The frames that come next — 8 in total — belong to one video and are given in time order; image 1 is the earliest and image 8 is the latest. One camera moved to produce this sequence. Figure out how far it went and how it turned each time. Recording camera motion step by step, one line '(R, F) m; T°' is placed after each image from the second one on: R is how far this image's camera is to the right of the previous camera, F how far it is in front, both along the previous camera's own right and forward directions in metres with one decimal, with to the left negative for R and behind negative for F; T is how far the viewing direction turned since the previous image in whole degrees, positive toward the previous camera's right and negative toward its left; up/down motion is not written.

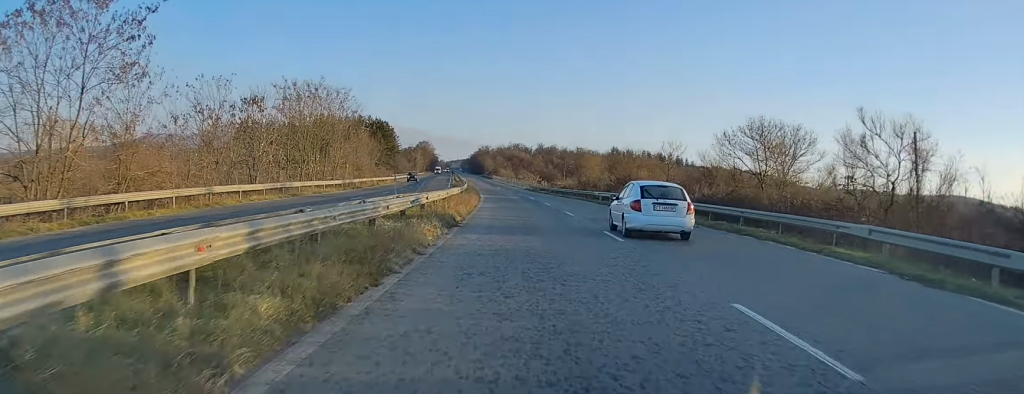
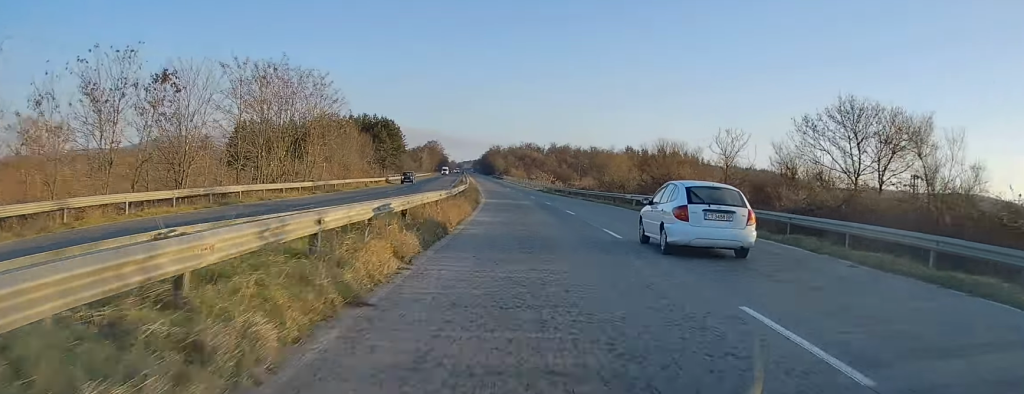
(-0.1, +11.8) m; -1°
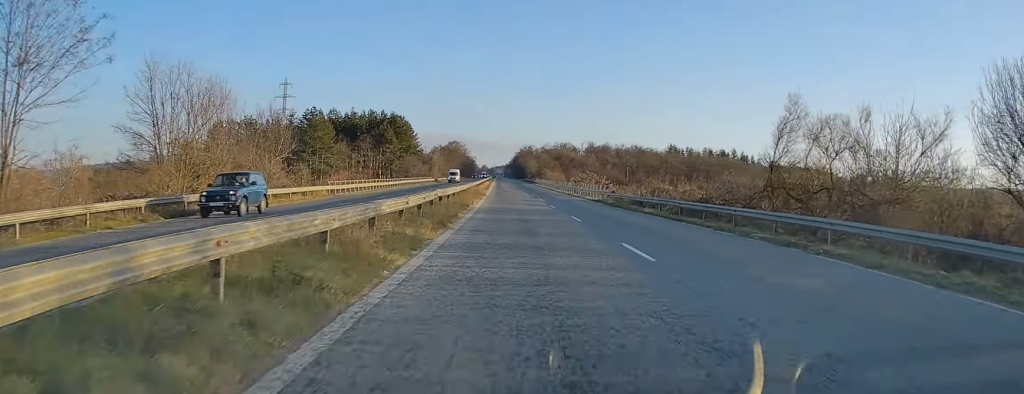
(-1.2, +41.0) m; -3°
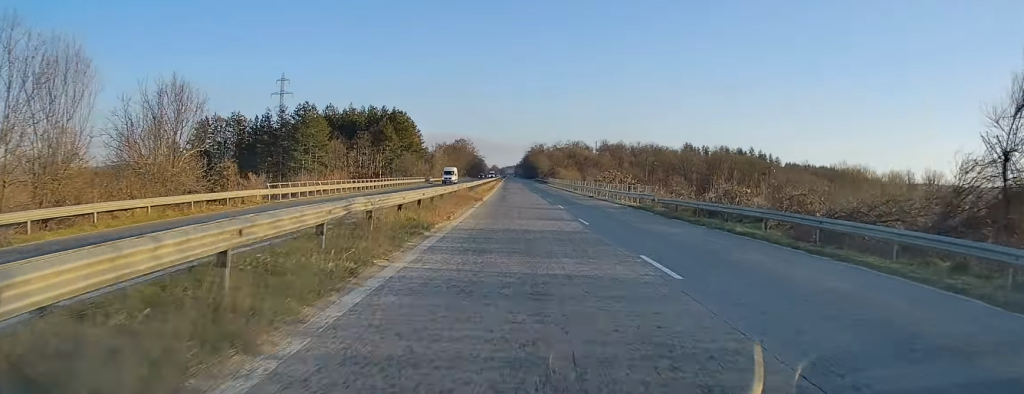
(-0.2, +15.2) m; -1°
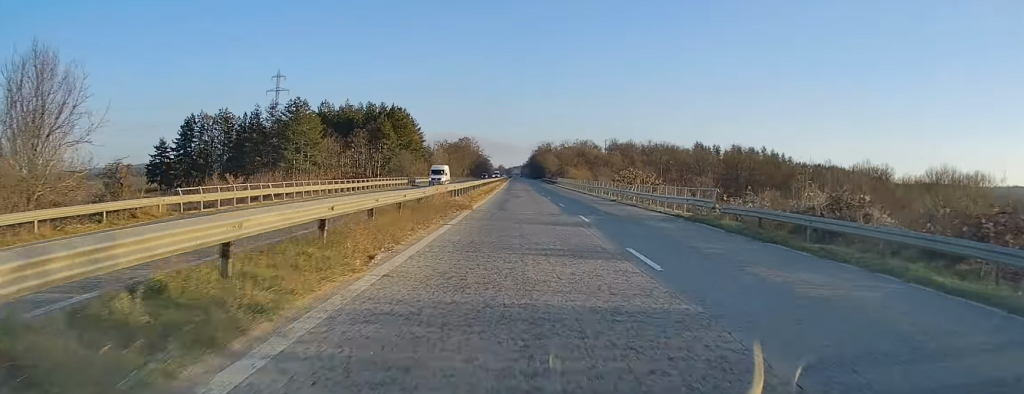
(-0.1, +11.4) m; 0°
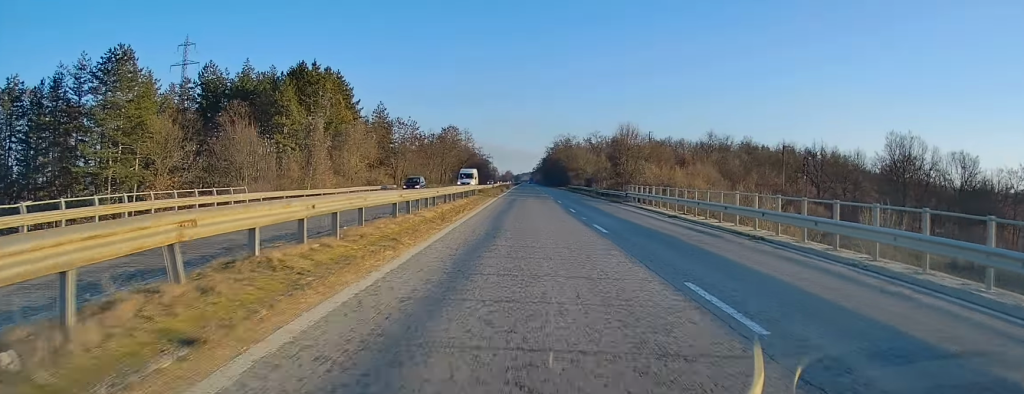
(-1.6, +76.5) m; -2°
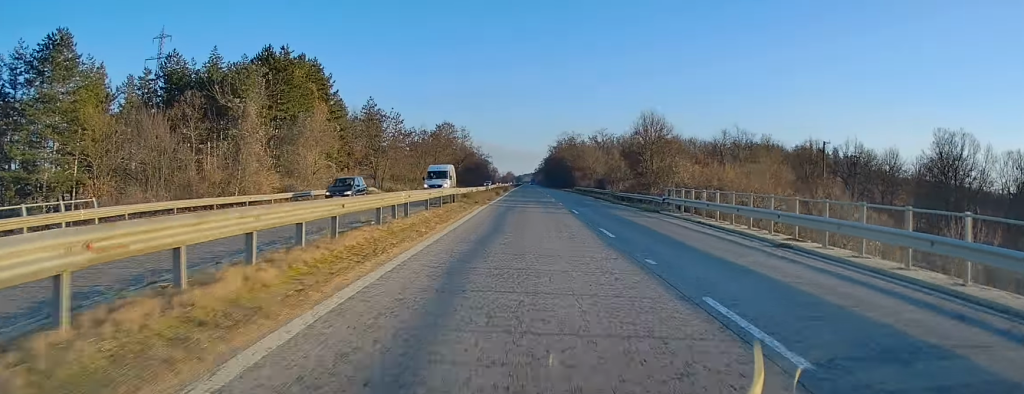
(0.0, +13.6) m; 0°
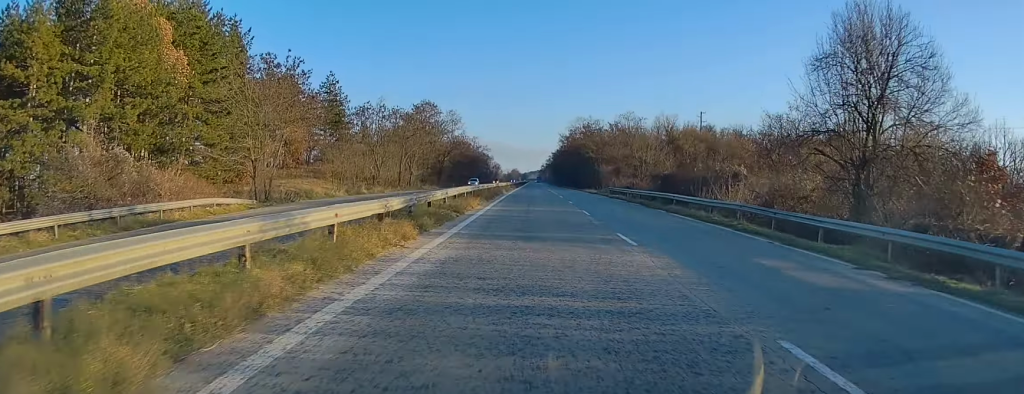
(+0.3, +38.6) m; 0°
